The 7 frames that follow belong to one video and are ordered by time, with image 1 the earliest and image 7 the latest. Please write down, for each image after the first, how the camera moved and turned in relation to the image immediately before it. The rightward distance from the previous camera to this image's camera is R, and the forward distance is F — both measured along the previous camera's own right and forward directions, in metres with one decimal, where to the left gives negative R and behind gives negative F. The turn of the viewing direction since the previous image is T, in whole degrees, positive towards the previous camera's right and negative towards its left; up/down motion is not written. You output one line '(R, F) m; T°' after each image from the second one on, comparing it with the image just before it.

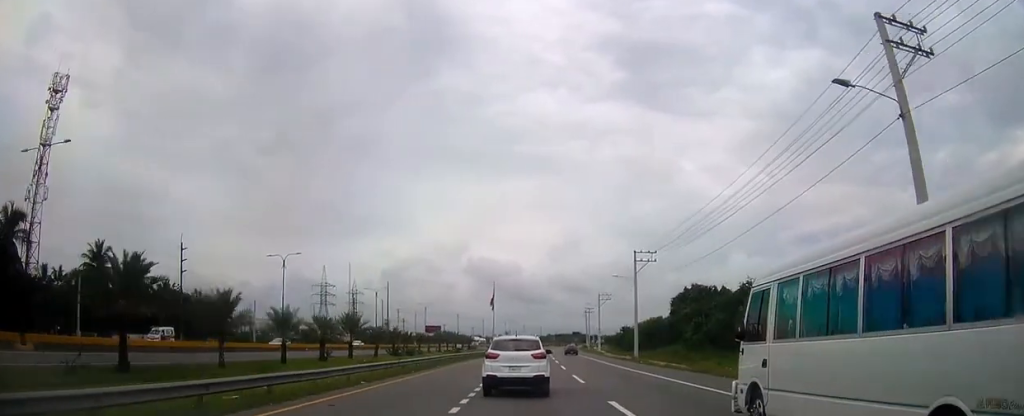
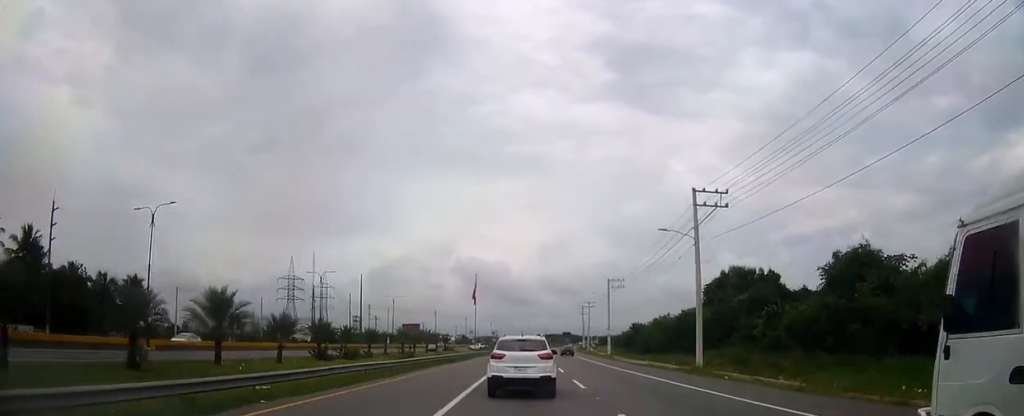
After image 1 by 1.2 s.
(+0.2, +27.2) m; +1°
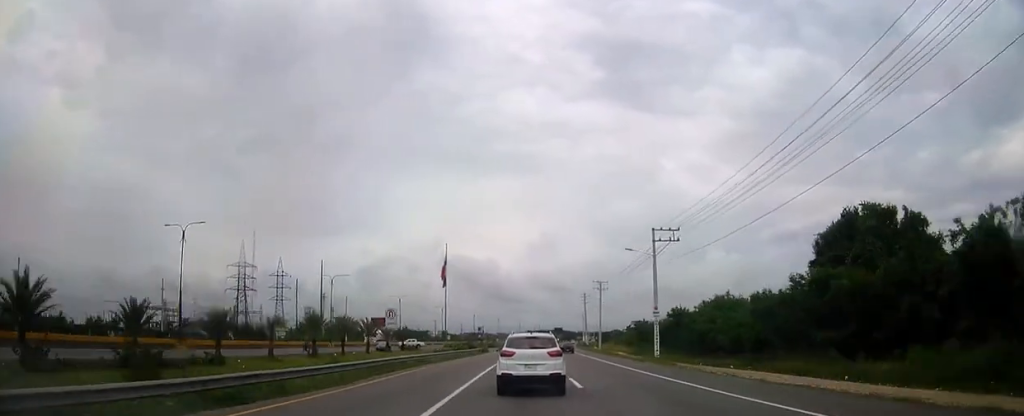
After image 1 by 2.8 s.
(+0.4, +36.3) m; +1°
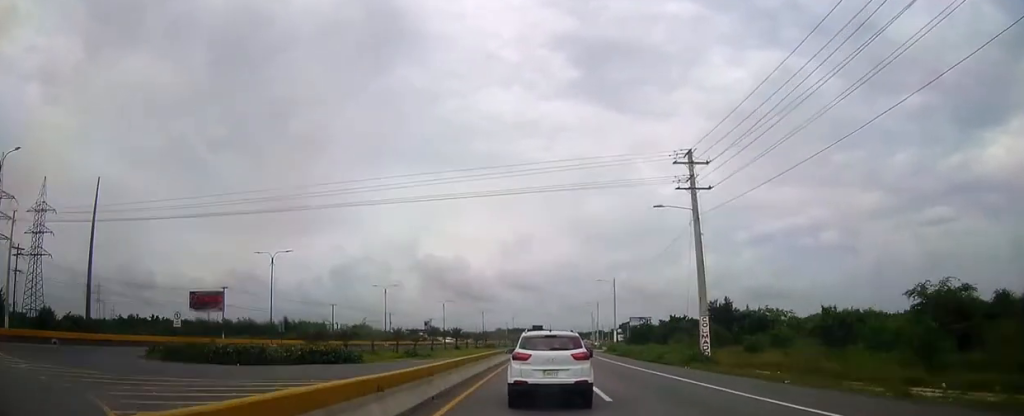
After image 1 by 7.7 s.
(+2.7, +111.9) m; +3°
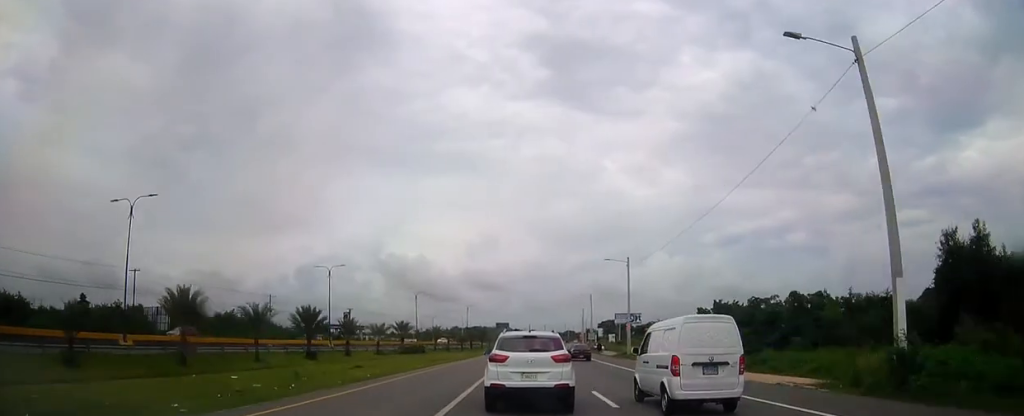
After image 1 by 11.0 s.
(+1.5, +74.2) m; +2°
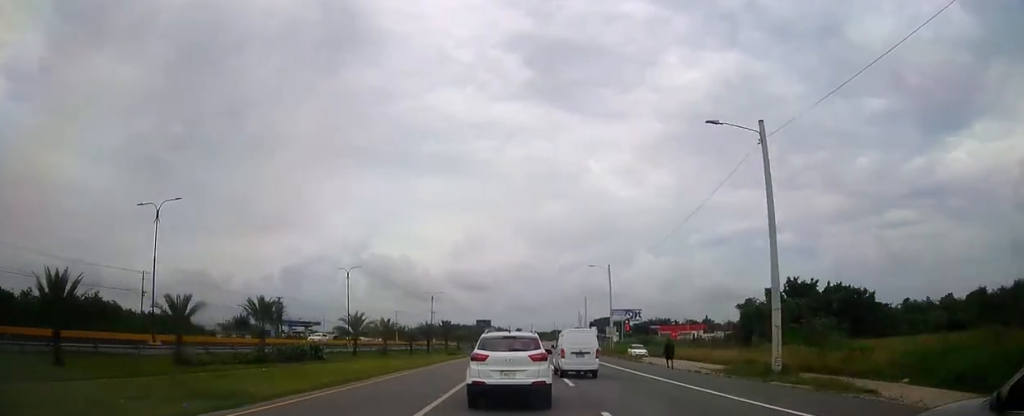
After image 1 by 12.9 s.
(+0.5, +41.8) m; +1°
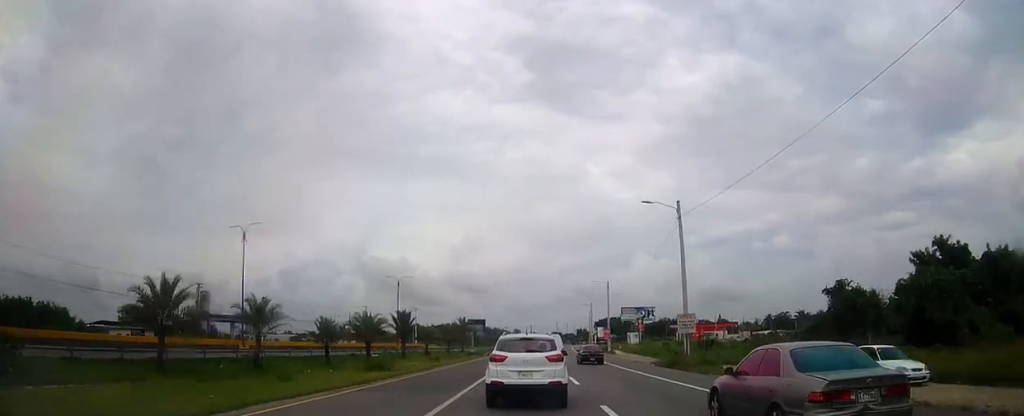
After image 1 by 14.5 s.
(+0.4, +35.4) m; +1°
